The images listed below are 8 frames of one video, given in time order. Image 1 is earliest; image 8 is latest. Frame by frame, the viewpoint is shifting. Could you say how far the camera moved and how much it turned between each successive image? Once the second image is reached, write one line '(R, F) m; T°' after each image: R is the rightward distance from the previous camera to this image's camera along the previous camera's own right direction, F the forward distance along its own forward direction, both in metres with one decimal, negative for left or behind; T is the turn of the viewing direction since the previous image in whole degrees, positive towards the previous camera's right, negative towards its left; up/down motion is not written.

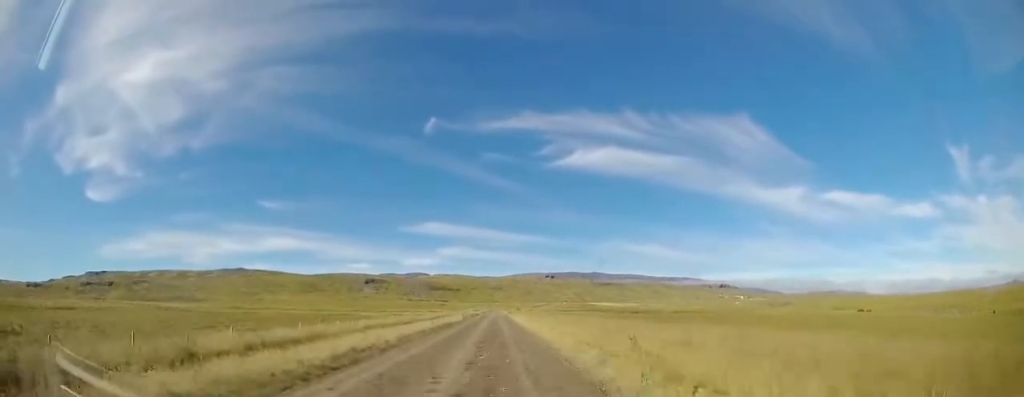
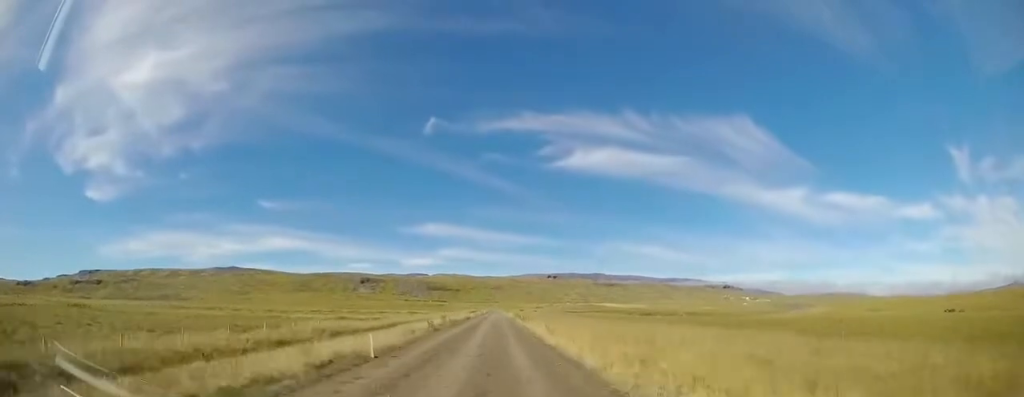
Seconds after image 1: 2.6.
(-1.4, +32.0) m; -3°
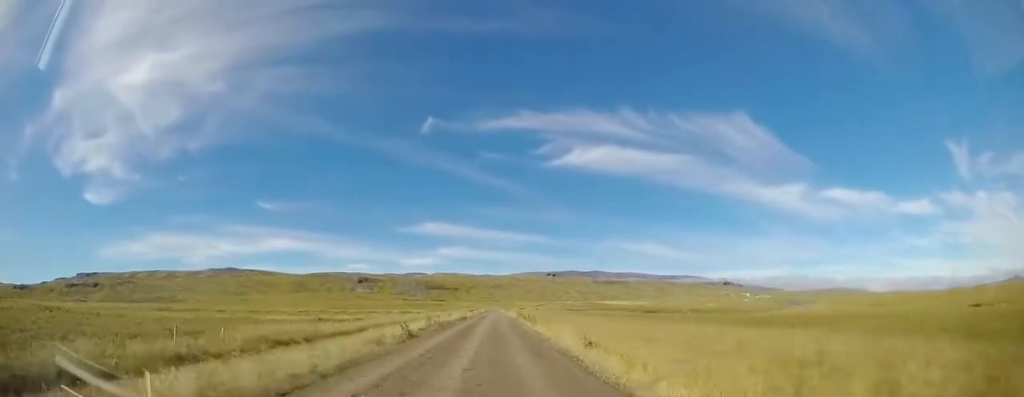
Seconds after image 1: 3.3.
(0.0, +8.2) m; 0°
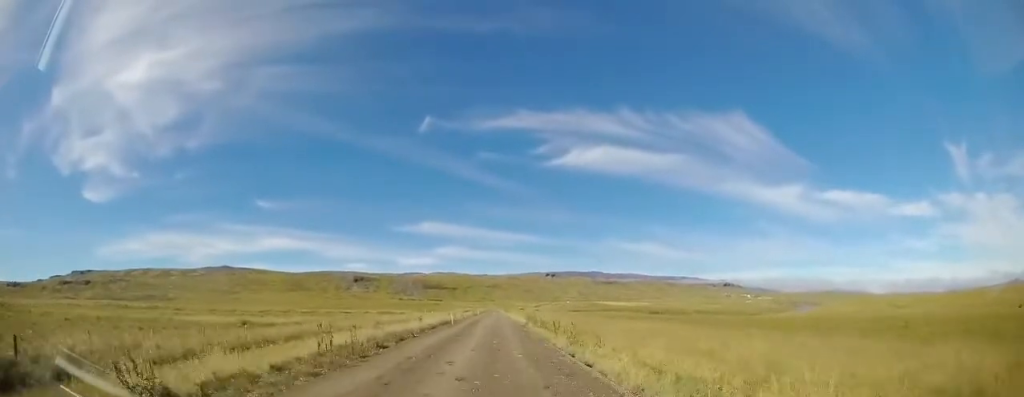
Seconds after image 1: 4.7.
(-0.1, +17.3) m; 0°
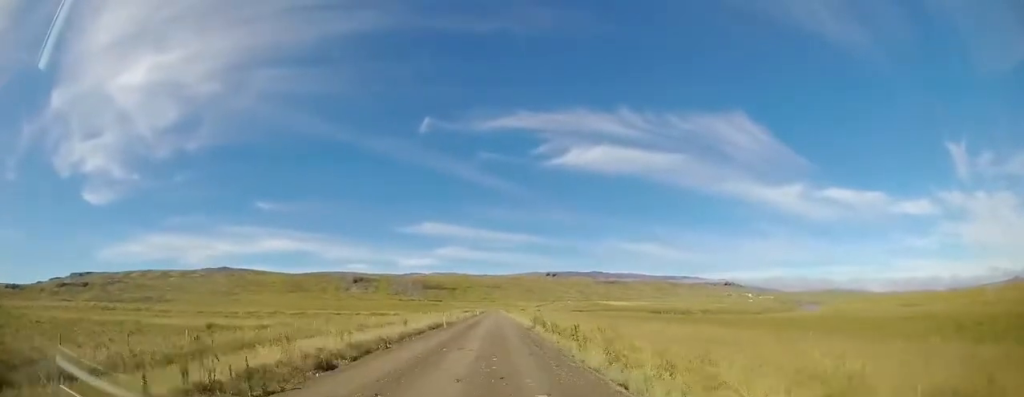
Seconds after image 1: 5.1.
(0.0, +5.4) m; 0°
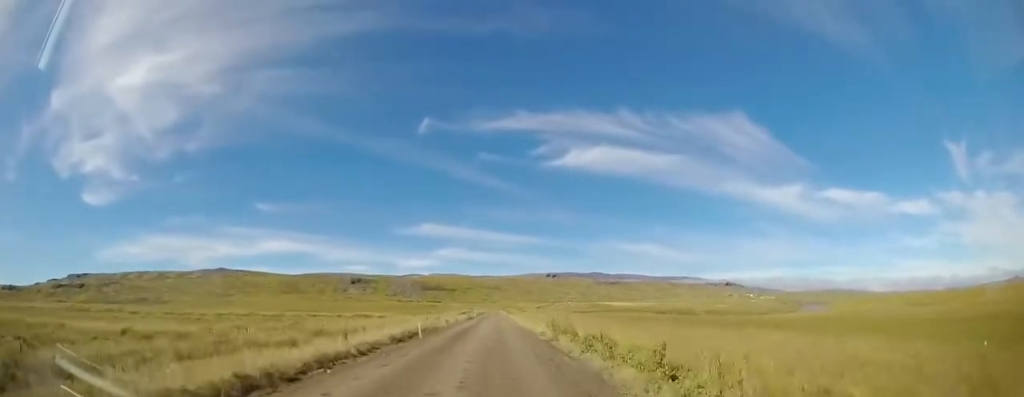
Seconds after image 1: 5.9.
(0.0, +9.9) m; +2°
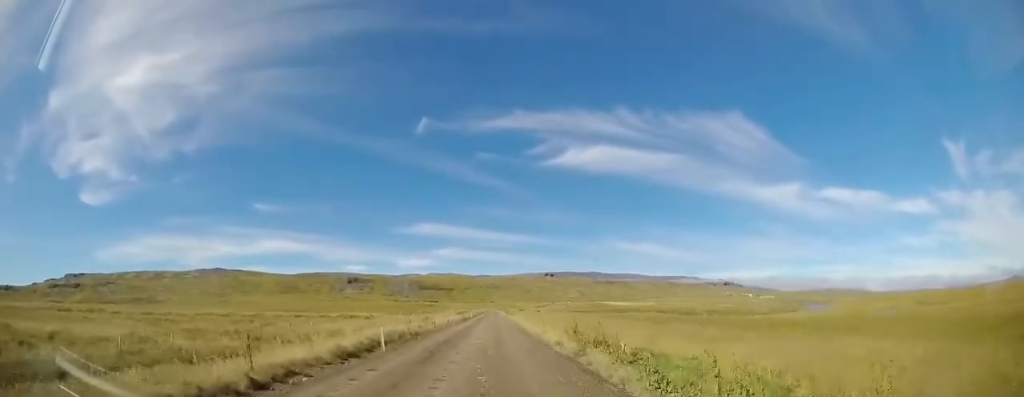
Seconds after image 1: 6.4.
(+0.2, +6.2) m; +1°
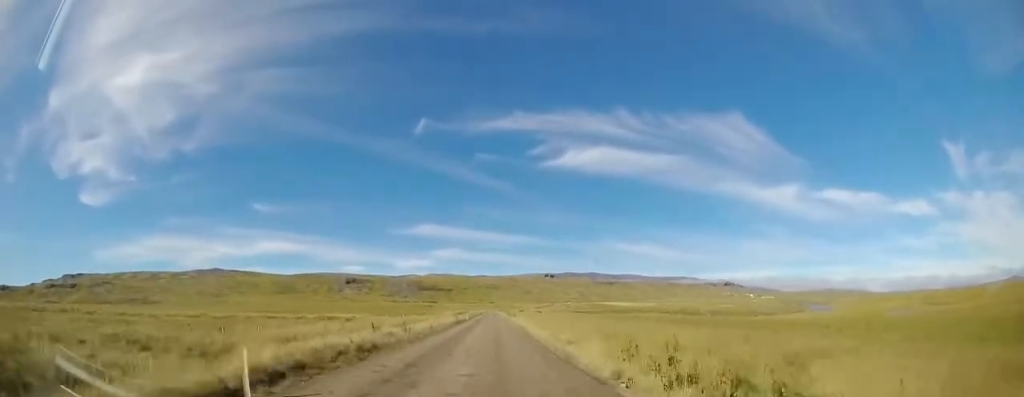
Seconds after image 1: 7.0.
(+0.3, +7.9) m; 0°
